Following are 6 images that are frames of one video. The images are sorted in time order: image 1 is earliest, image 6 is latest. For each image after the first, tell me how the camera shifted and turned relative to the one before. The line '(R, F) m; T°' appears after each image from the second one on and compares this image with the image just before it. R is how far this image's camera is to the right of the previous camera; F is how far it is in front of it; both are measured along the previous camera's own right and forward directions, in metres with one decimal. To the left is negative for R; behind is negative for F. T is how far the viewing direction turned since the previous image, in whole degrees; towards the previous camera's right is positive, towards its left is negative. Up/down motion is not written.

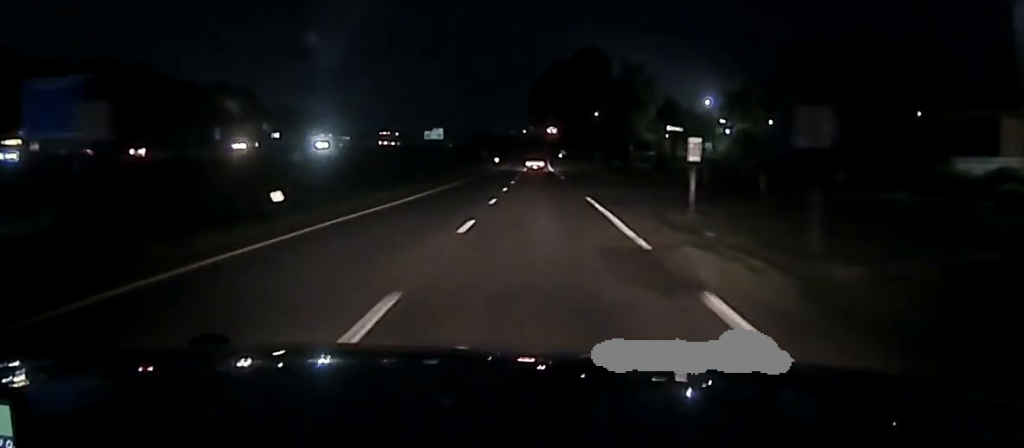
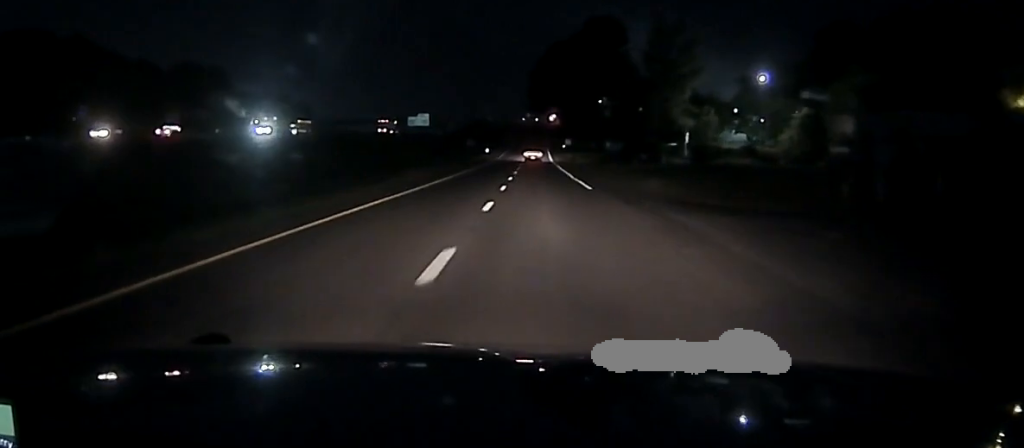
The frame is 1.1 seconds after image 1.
(-0.1, +30.0) m; 0°
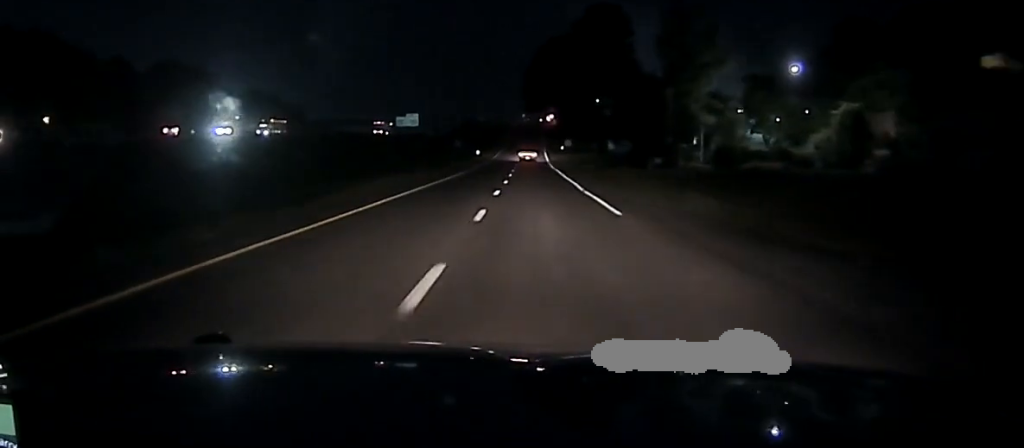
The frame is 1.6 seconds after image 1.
(-0.1, +14.3) m; +1°
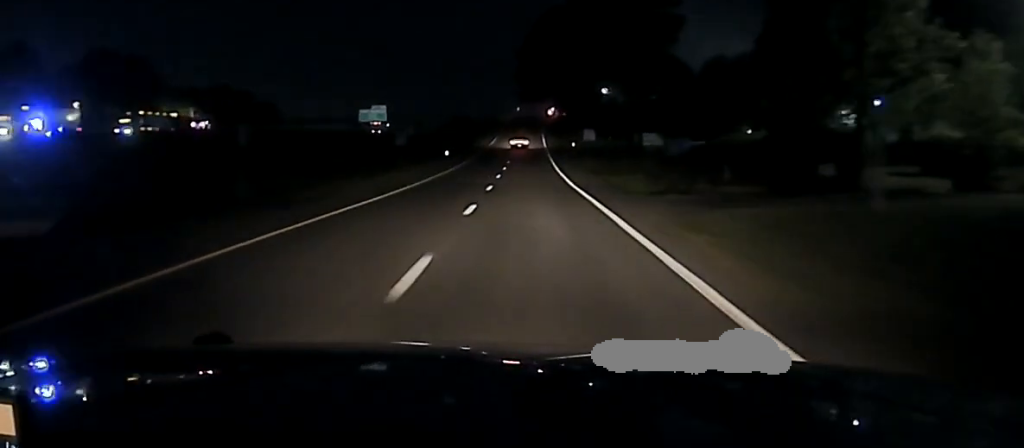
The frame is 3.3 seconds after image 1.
(+0.4, +51.5) m; 0°
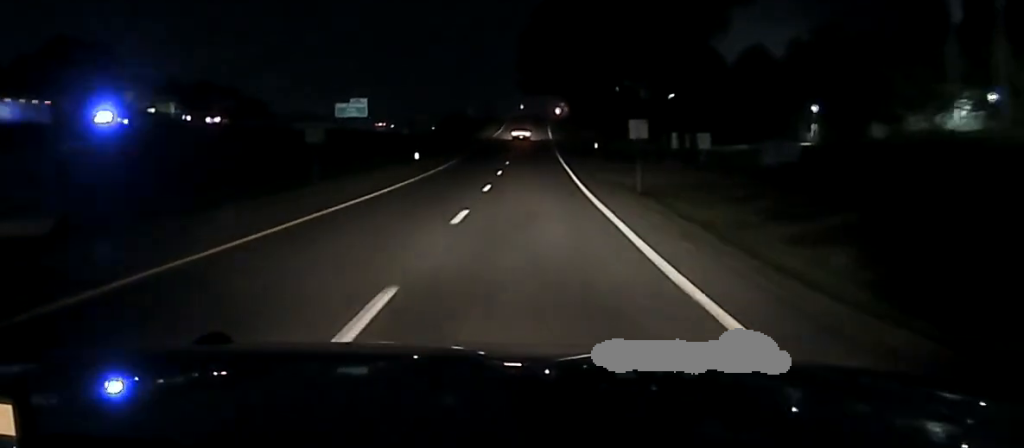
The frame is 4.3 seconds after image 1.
(-0.1, +28.4) m; 0°
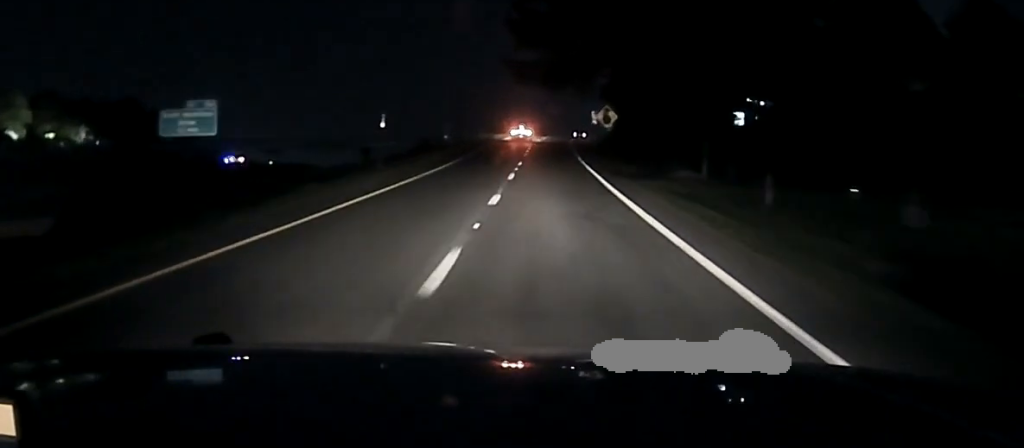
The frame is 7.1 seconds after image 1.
(-0.1, +72.1) m; 0°
